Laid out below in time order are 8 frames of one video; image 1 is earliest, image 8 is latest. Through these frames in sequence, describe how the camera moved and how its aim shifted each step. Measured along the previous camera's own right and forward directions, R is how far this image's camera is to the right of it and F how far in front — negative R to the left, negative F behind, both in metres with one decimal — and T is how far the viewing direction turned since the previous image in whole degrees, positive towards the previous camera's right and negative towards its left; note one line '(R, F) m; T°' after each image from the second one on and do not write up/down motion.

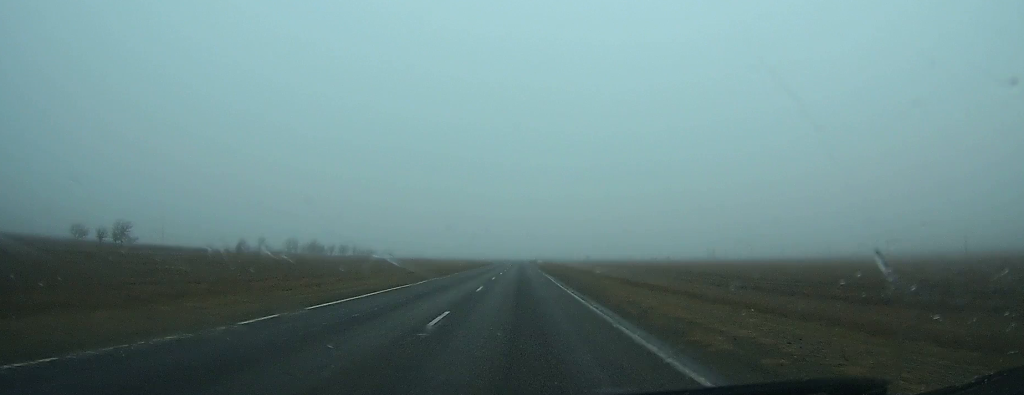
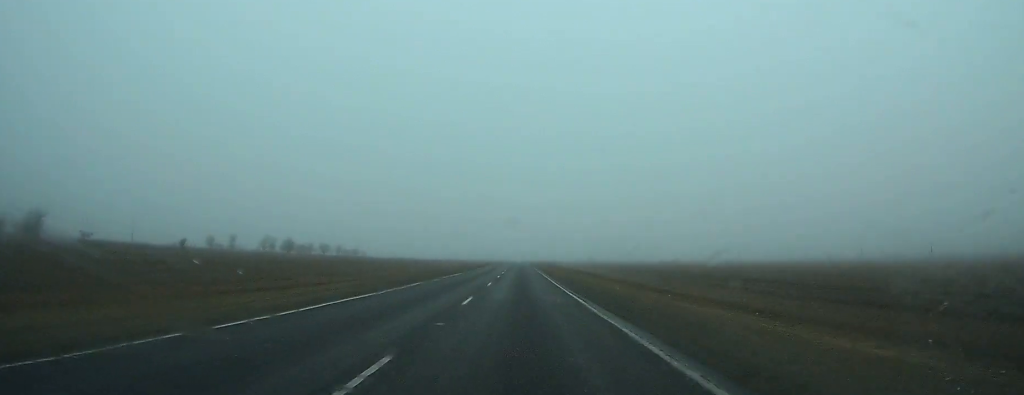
(0.0, +29.0) m; 0°
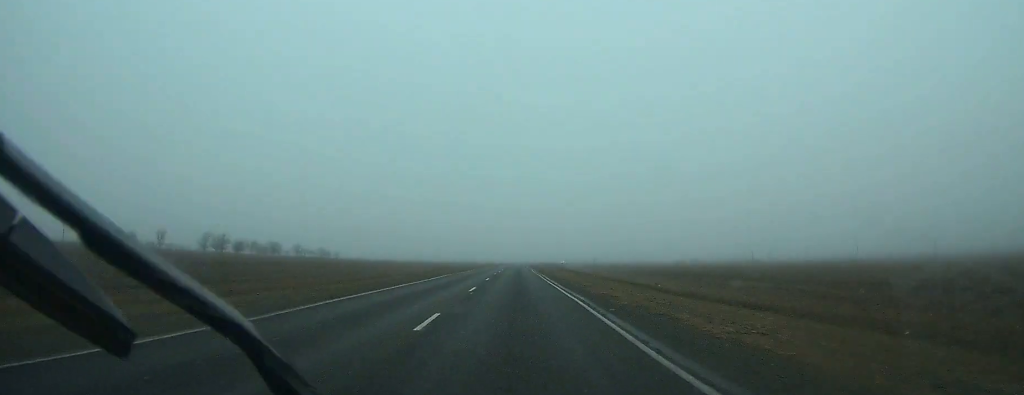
(+0.1, +52.5) m; 0°
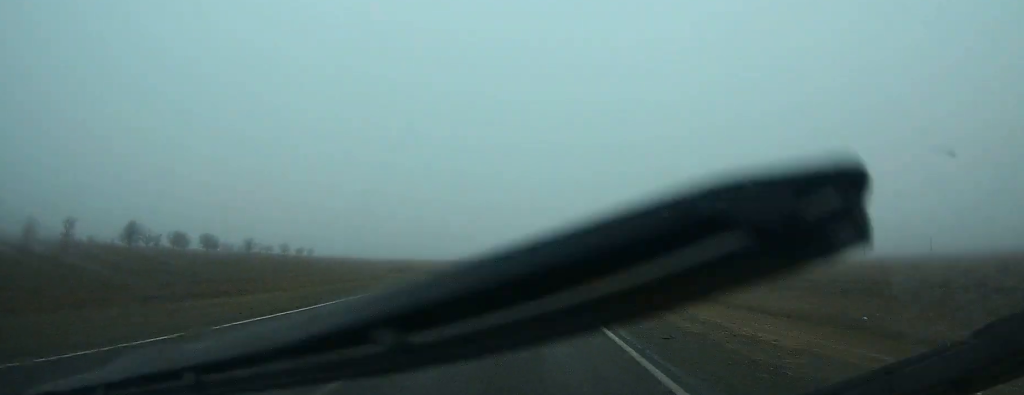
(0.0, +52.5) m; 0°
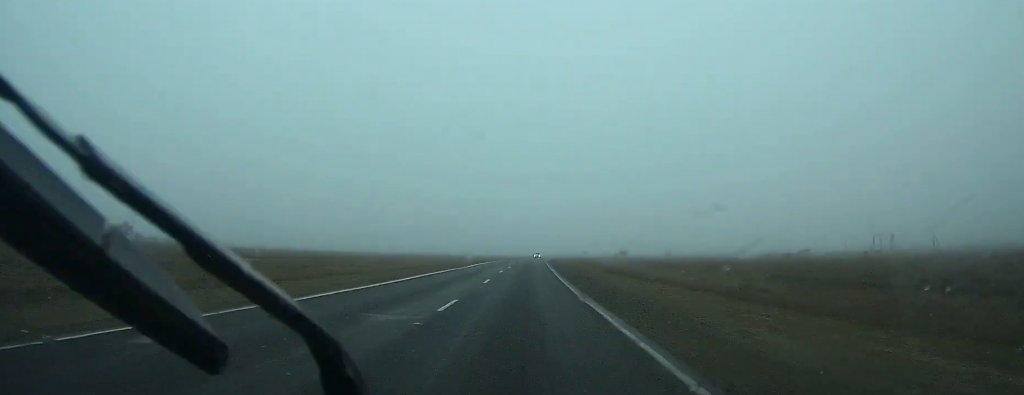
(+0.5, +104.1) m; +1°
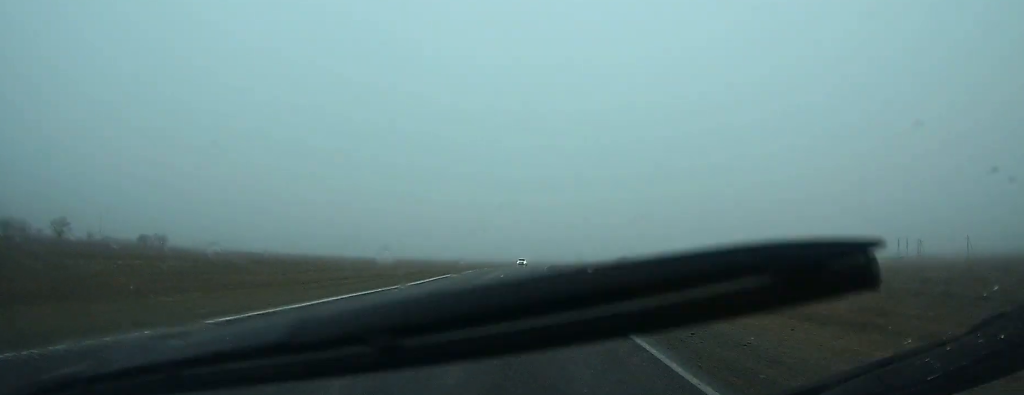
(+0.3, +20.8) m; +1°
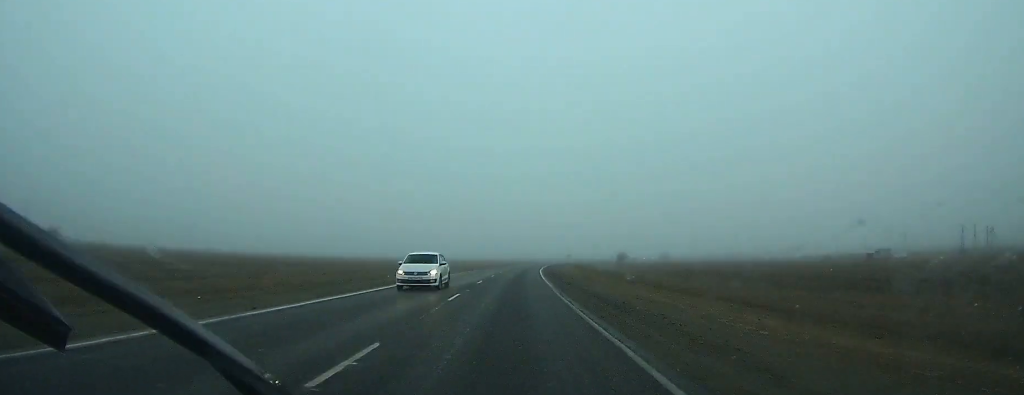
(+0.5, +42.9) m; +1°
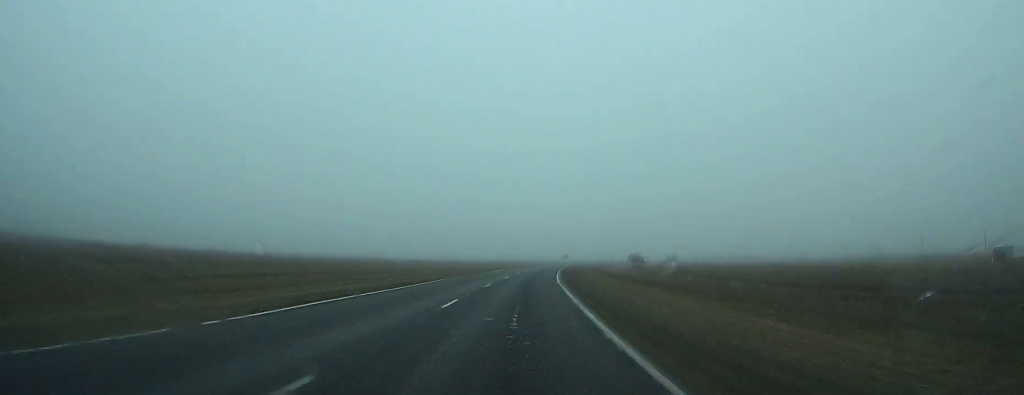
(+0.7, +50.0) m; +2°
